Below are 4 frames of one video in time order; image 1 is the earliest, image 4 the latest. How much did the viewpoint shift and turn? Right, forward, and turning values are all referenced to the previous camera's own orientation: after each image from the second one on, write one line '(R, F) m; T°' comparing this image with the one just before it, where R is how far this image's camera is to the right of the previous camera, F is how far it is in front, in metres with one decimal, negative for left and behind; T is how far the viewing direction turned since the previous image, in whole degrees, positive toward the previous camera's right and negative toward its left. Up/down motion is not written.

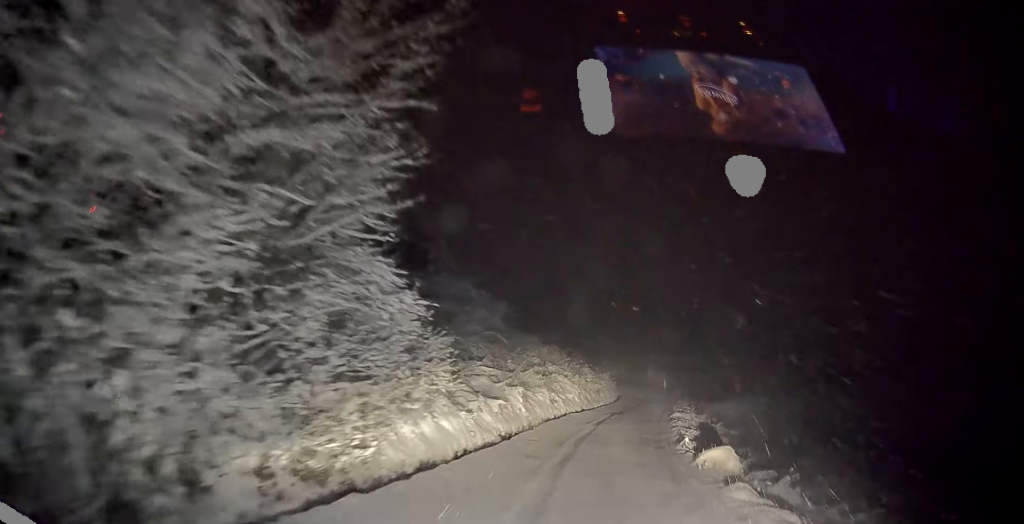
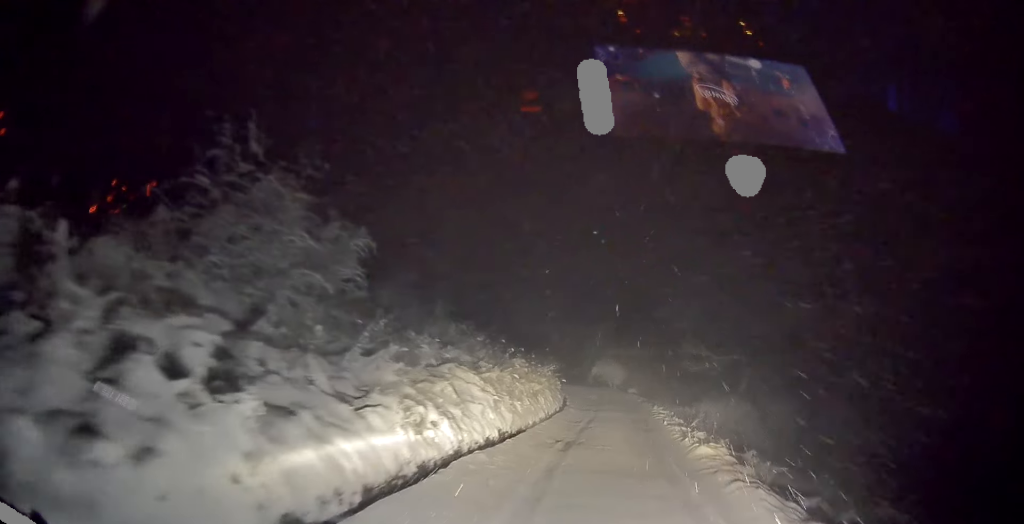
(+1.3, +11.6) m; +11°
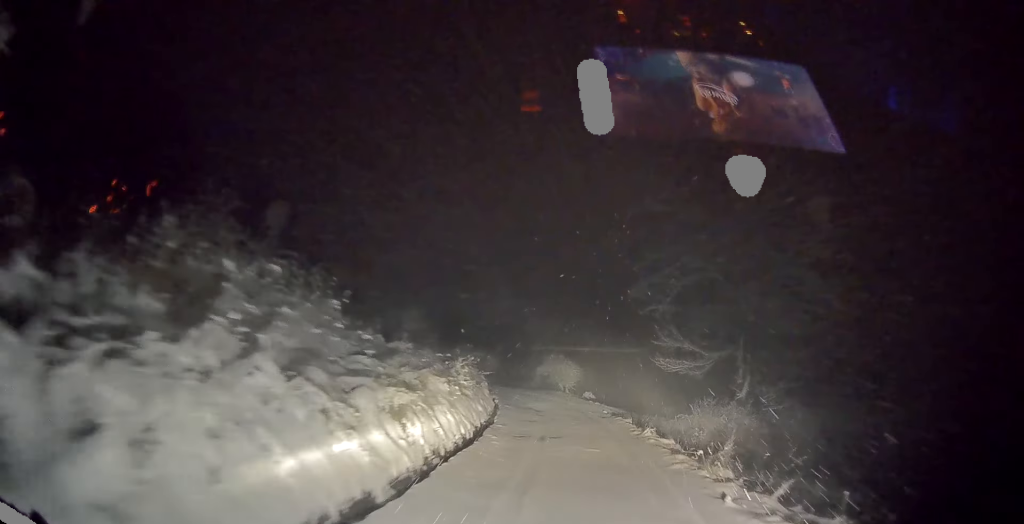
(+0.5, +10.6) m; +4°
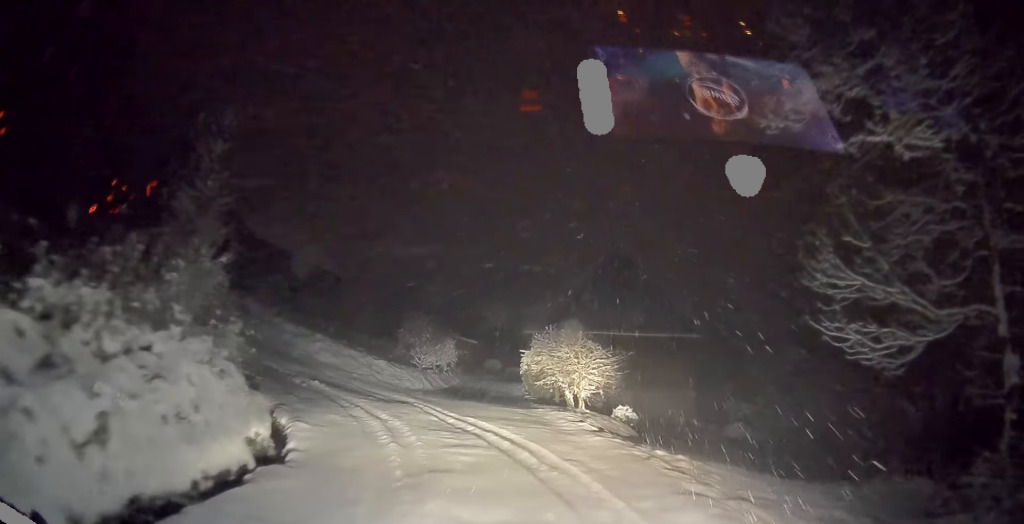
(+0.3, +20.2) m; -2°
